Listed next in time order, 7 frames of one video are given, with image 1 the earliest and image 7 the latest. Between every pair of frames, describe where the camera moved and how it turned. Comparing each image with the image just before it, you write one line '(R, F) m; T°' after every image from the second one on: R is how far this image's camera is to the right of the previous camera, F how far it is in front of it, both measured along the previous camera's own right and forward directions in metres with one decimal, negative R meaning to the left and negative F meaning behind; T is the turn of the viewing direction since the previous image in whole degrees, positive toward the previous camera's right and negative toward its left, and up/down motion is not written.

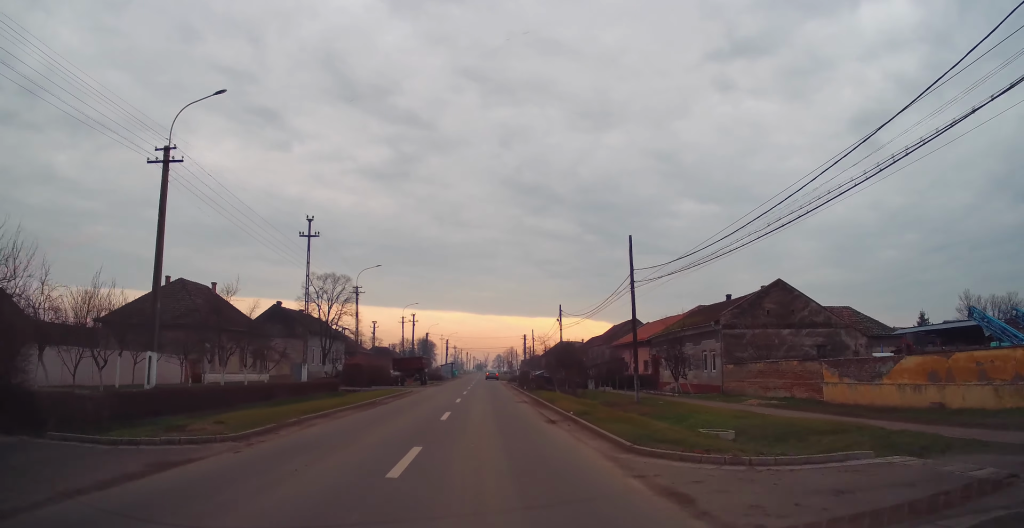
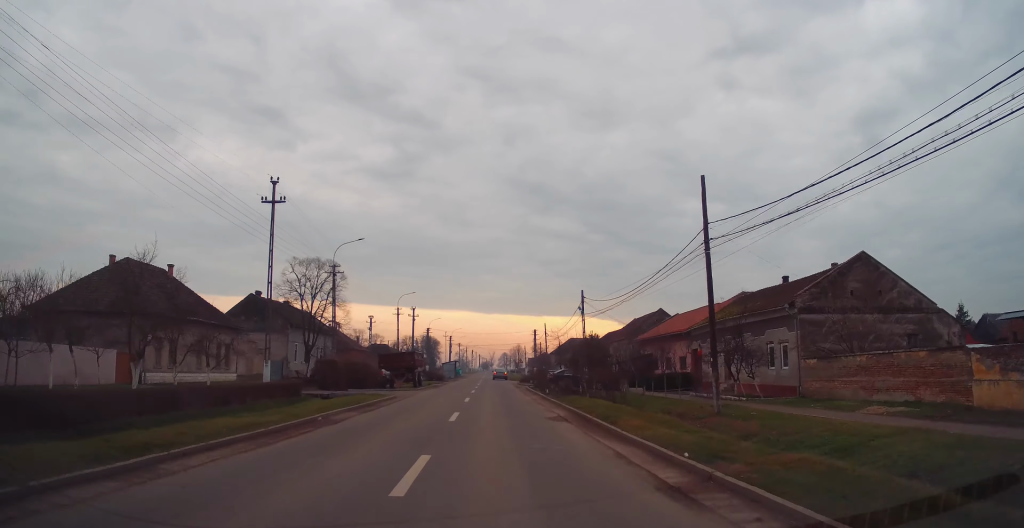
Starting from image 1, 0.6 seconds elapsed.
(+0.1, +10.1) m; 0°
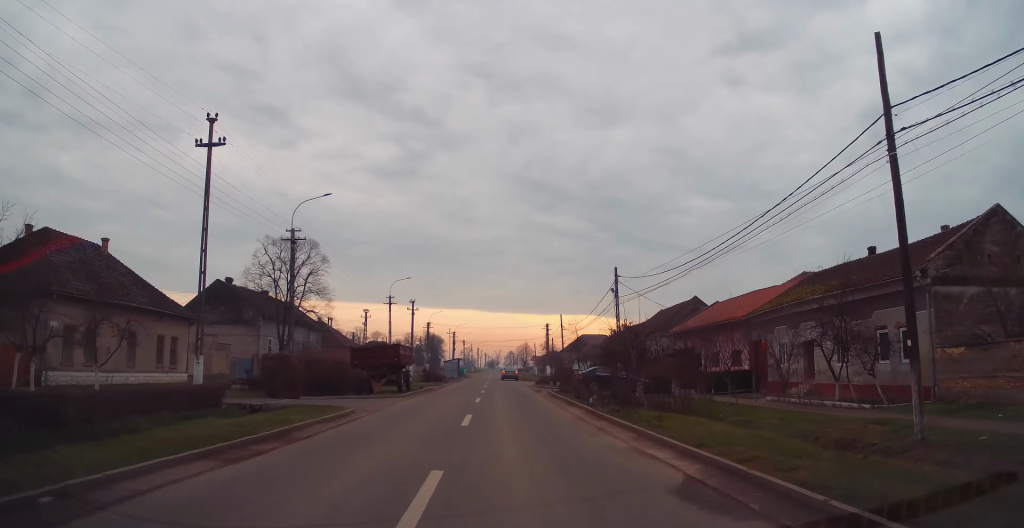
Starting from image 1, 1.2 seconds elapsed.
(+0.2, +10.7) m; -1°
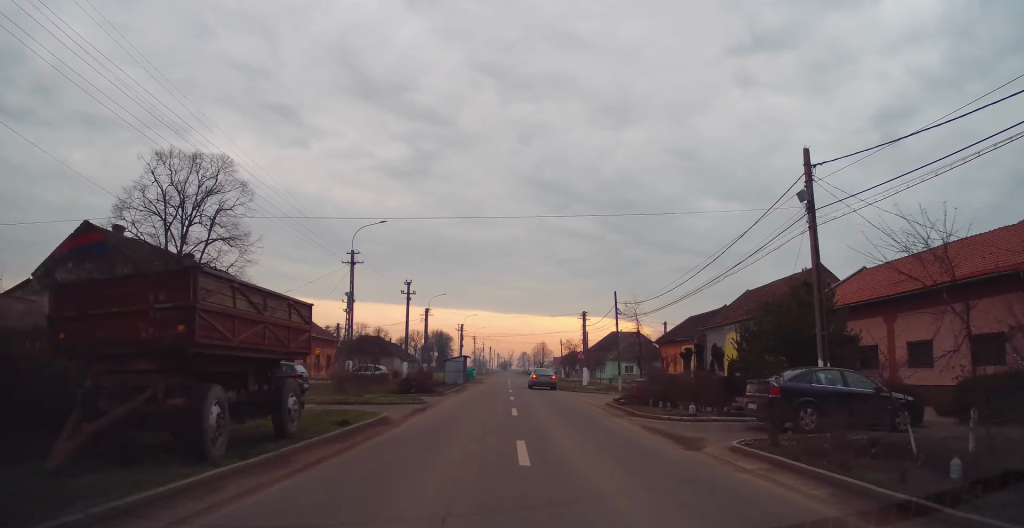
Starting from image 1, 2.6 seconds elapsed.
(-0.6, +23.5) m; 0°
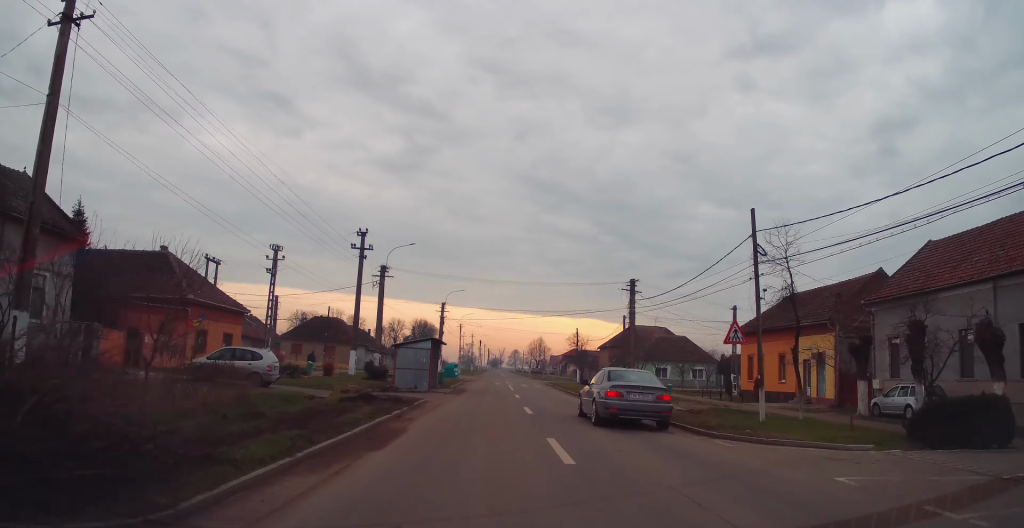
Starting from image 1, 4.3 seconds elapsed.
(+0.3, +27.3) m; +1°
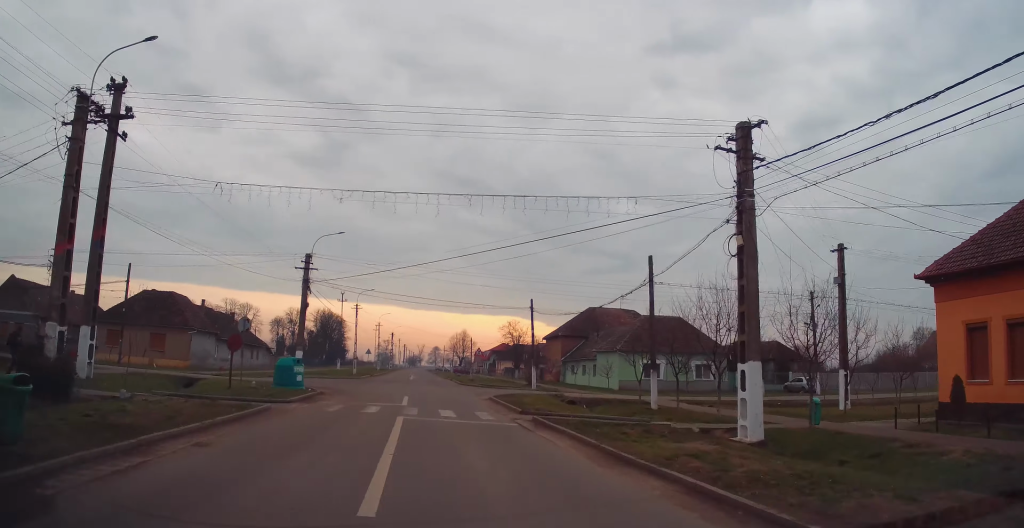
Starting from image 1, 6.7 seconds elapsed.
(+1.1, +32.0) m; +5°
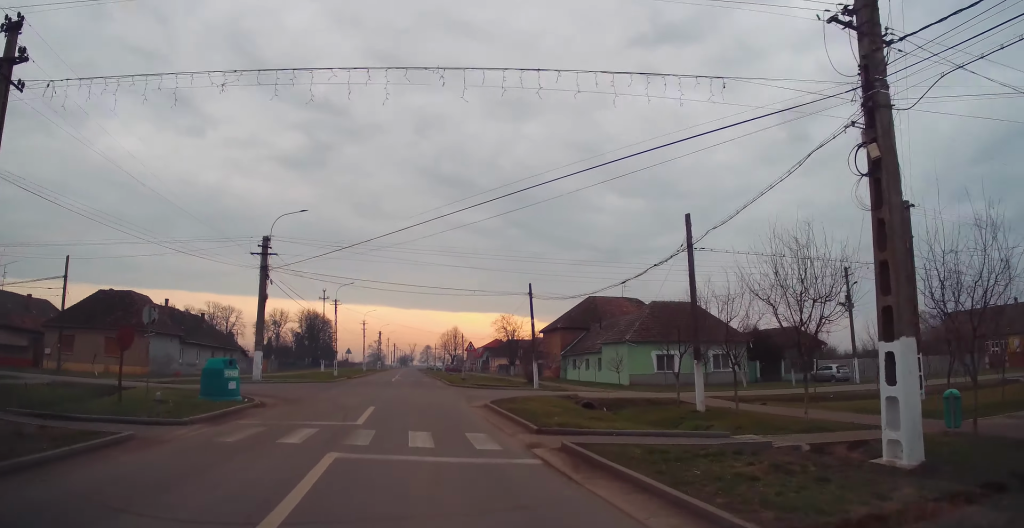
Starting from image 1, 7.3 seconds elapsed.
(+0.1, +6.9) m; +1°
